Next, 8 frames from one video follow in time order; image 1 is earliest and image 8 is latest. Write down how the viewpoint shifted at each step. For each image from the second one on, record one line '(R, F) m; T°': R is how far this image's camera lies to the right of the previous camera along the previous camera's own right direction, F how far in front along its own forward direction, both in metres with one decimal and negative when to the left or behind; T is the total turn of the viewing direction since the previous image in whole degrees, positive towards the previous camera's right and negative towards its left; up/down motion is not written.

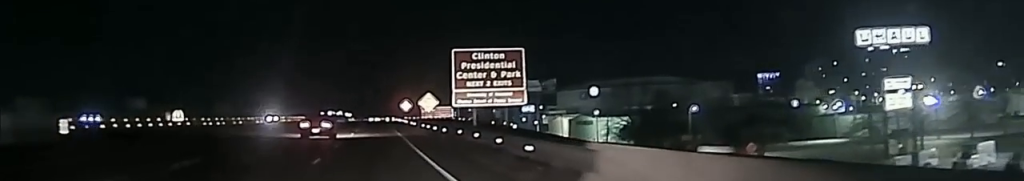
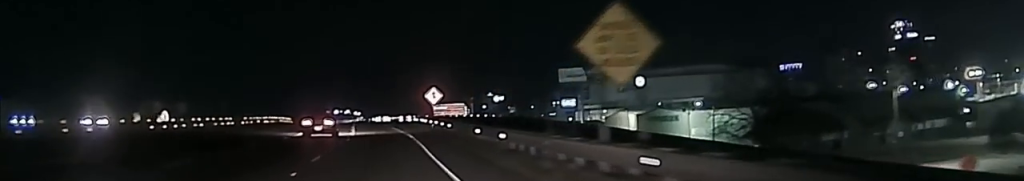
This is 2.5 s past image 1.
(-0.1, +57.0) m; 0°
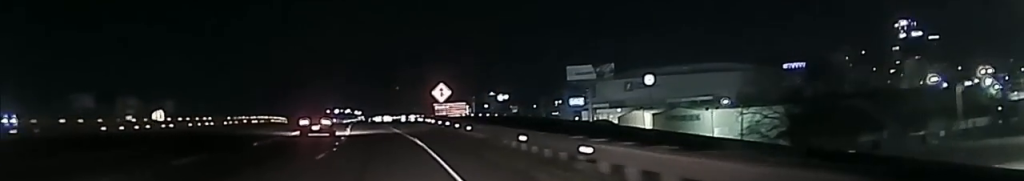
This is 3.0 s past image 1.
(0.0, +10.9) m; 0°
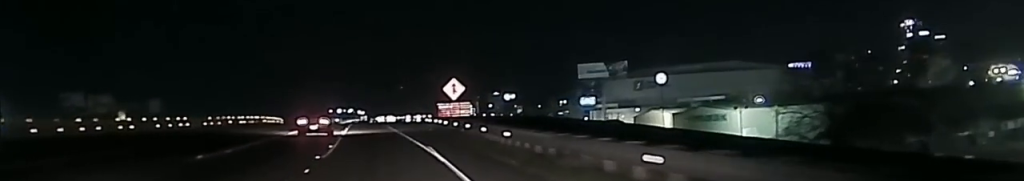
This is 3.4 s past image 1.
(0.0, +11.8) m; 0°
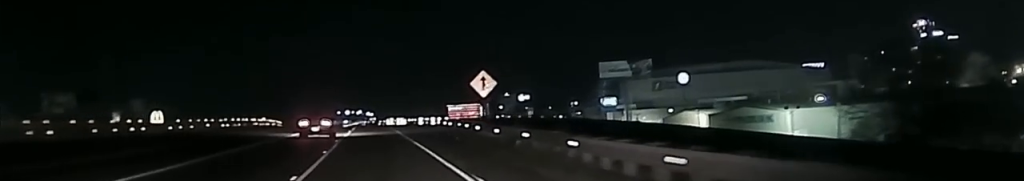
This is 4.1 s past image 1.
(0.0, +16.9) m; 0°
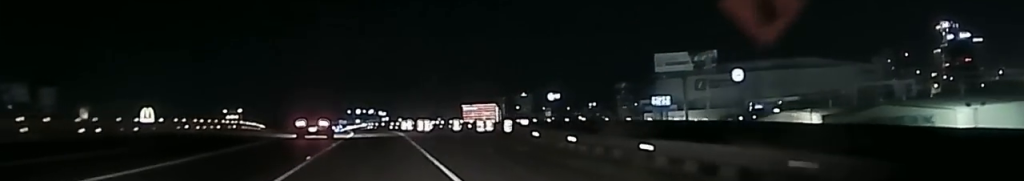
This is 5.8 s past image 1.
(+0.3, +41.8) m; 0°
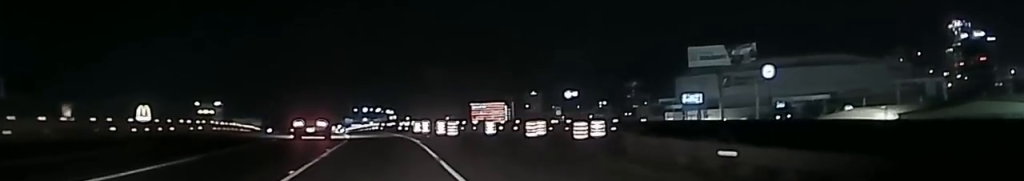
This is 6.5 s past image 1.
(-0.3, +17.5) m; -1°
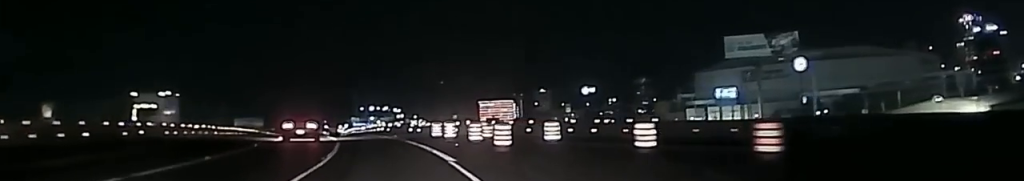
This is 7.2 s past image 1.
(-0.3, +17.8) m; -1°
